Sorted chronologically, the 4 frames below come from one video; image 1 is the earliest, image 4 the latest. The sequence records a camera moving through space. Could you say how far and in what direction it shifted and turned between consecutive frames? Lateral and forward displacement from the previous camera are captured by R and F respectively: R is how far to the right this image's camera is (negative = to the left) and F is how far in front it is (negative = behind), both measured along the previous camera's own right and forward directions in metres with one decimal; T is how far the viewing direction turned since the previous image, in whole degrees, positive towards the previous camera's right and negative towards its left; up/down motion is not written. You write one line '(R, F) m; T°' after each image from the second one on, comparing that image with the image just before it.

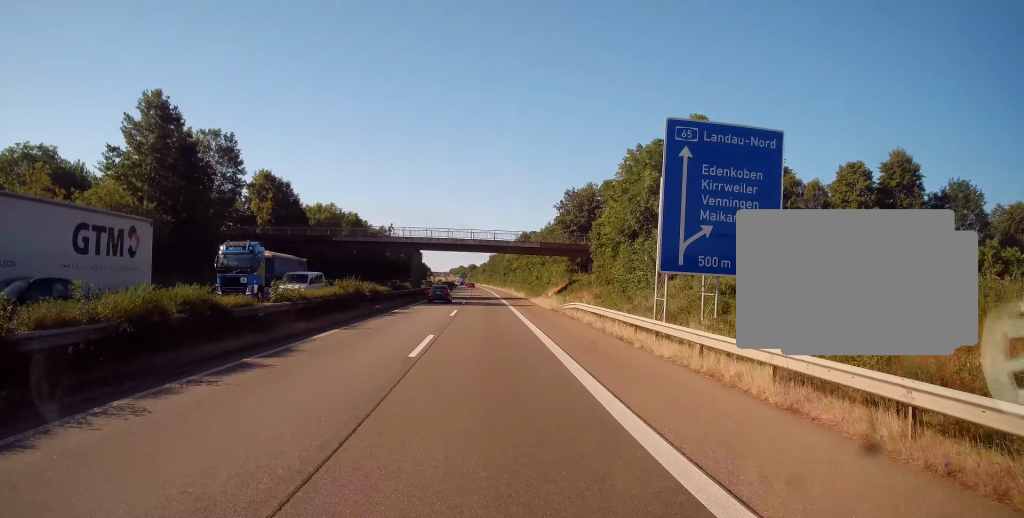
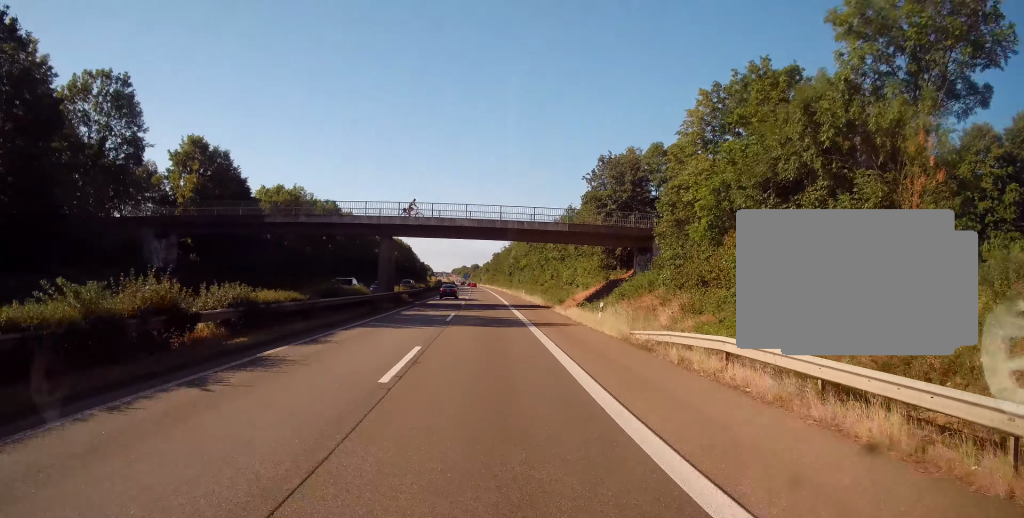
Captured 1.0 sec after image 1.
(-0.4, +20.9) m; -1°
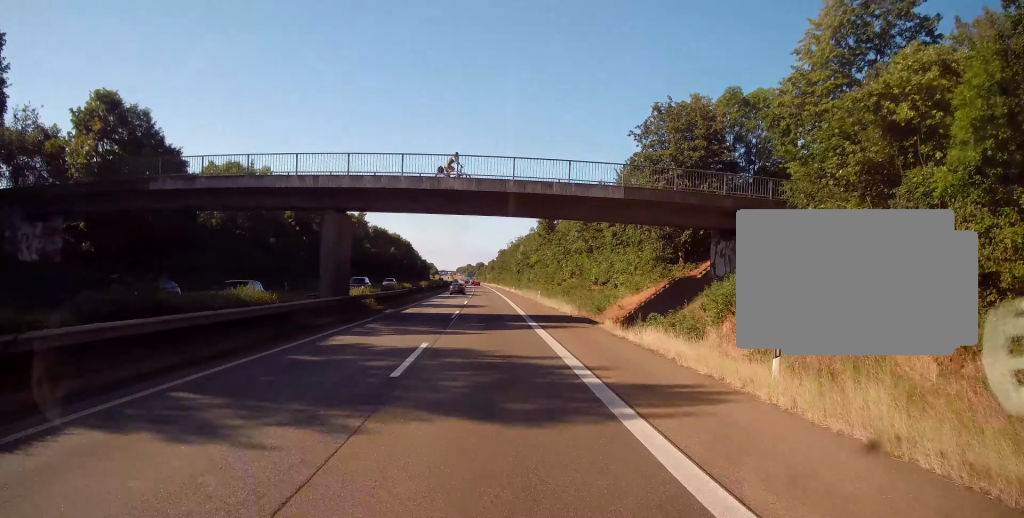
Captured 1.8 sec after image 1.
(0.0, +17.1) m; 0°
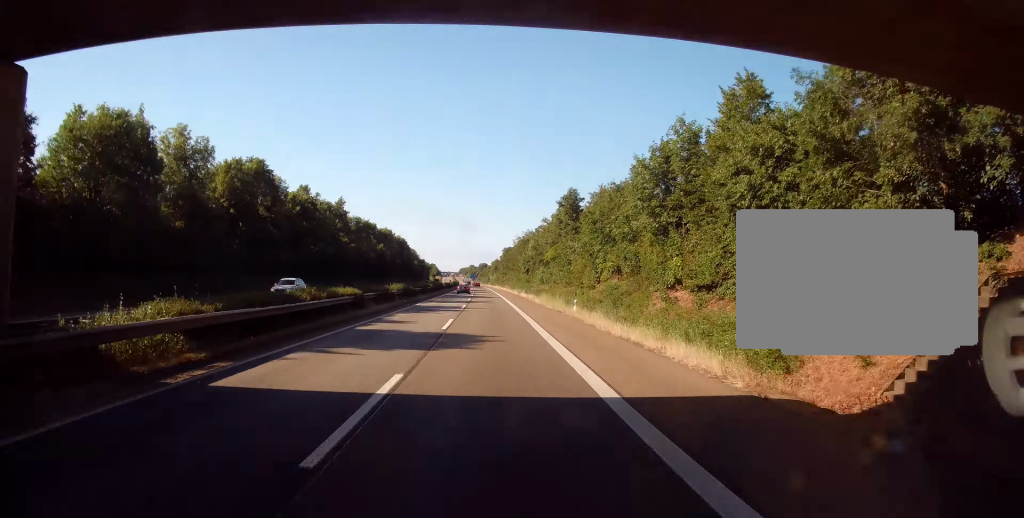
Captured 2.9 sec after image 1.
(-0.2, +23.6) m; -1°
